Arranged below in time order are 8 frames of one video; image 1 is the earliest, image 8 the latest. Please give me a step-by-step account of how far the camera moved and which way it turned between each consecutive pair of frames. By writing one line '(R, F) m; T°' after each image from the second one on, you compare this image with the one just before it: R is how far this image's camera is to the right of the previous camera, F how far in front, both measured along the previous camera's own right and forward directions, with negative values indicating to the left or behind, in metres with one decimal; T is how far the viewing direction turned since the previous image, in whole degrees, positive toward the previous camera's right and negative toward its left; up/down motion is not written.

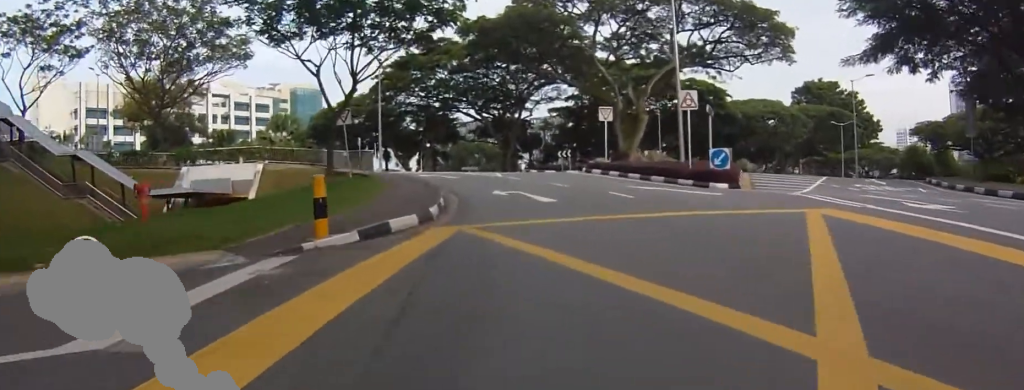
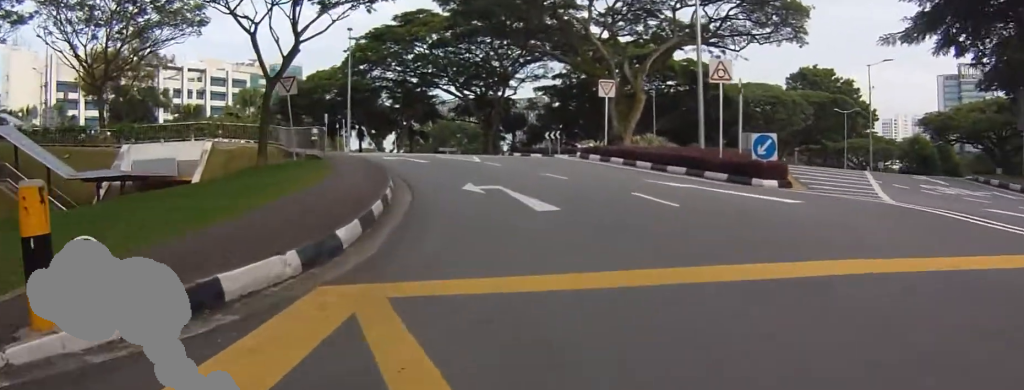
(-0.4, +5.1) m; -4°
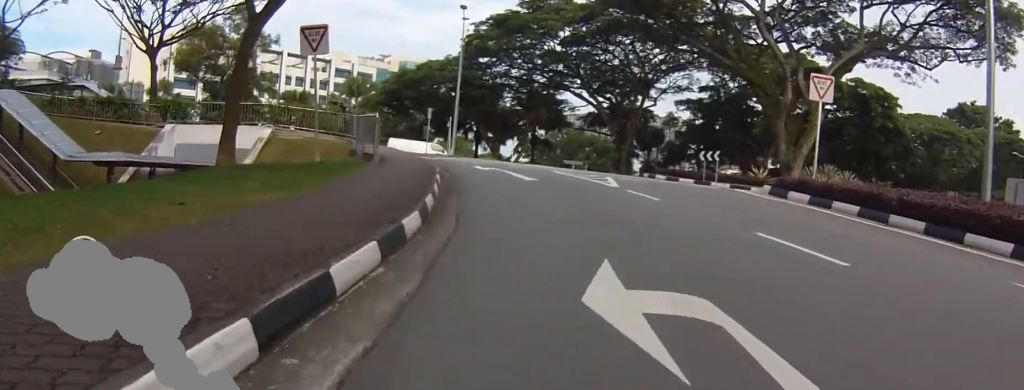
(+1.0, +9.4) m; +13°
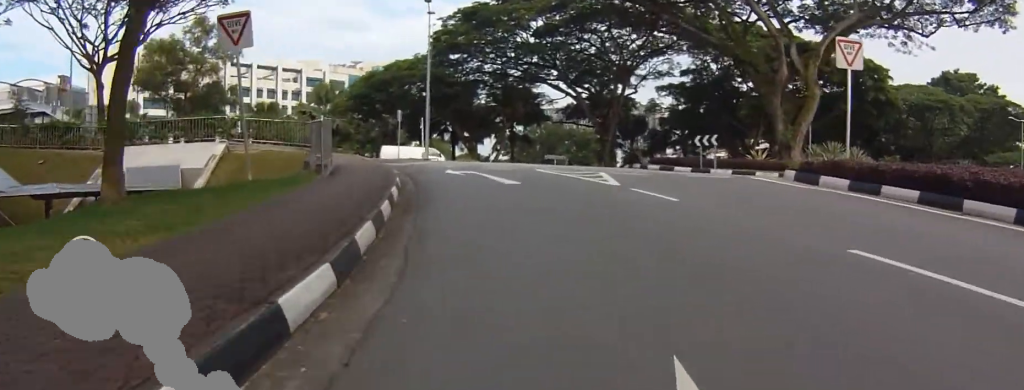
(+0.6, +3.3) m; 0°
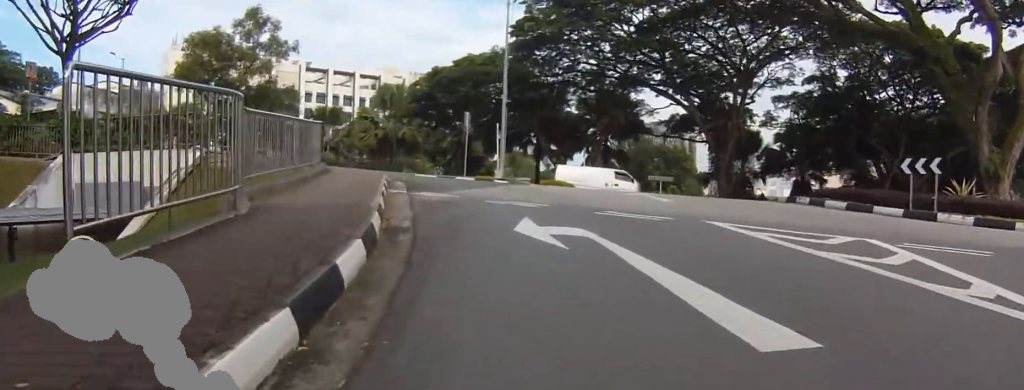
(-0.7, +12.2) m; -3°
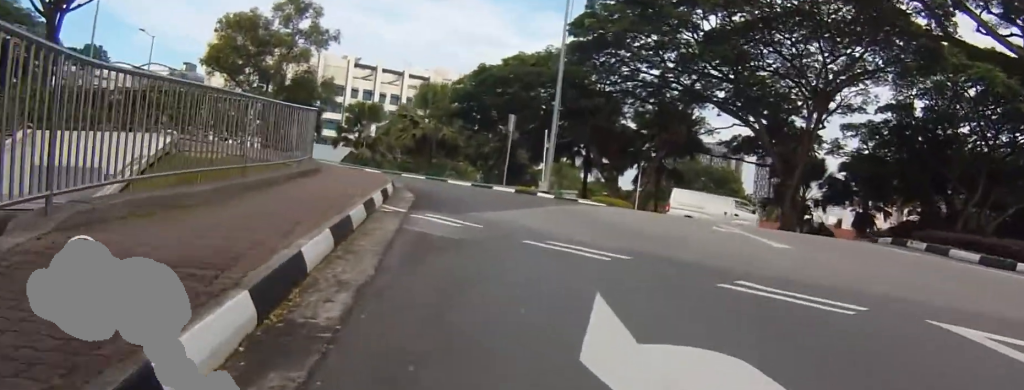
(0.0, +5.3) m; +3°
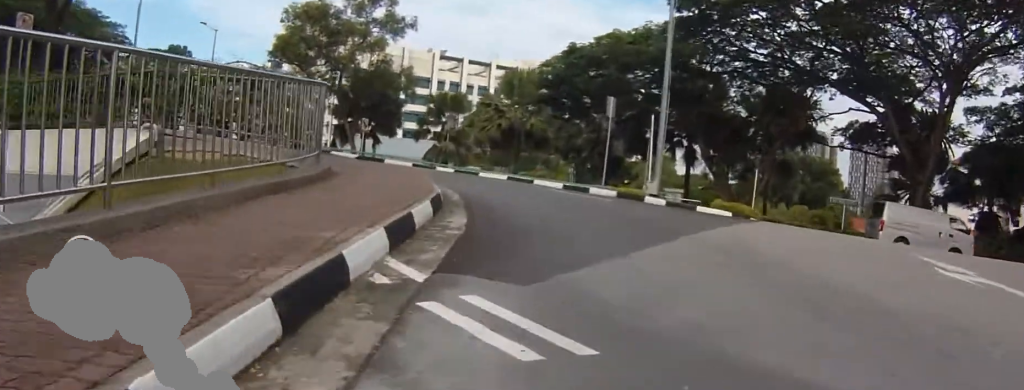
(0.0, +5.4) m; +8°
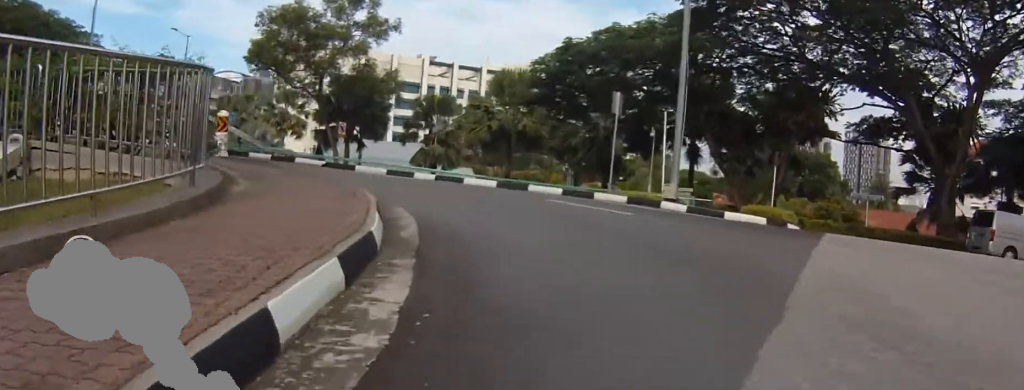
(+0.8, +3.8) m; +8°
